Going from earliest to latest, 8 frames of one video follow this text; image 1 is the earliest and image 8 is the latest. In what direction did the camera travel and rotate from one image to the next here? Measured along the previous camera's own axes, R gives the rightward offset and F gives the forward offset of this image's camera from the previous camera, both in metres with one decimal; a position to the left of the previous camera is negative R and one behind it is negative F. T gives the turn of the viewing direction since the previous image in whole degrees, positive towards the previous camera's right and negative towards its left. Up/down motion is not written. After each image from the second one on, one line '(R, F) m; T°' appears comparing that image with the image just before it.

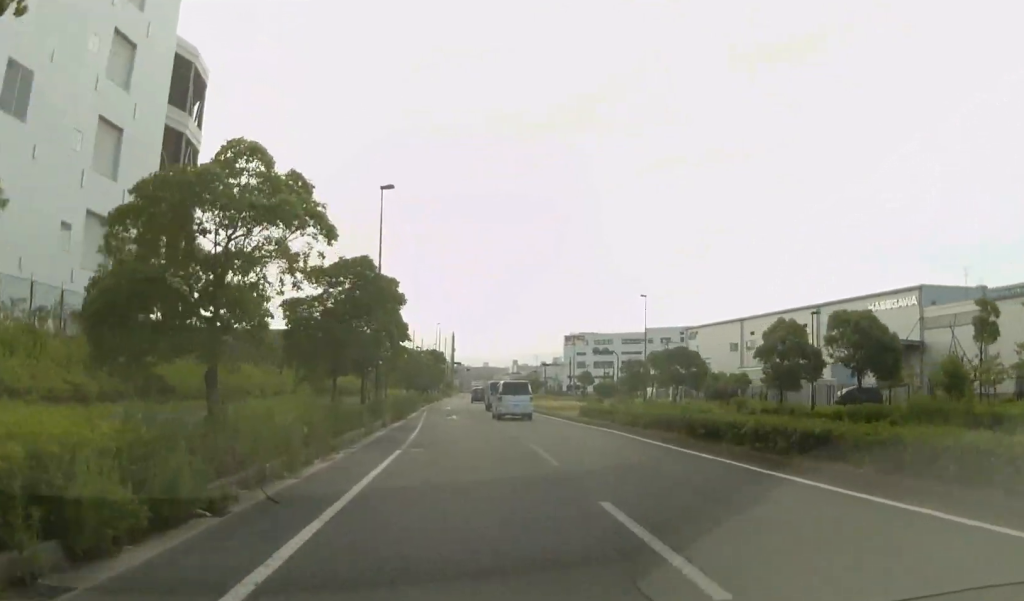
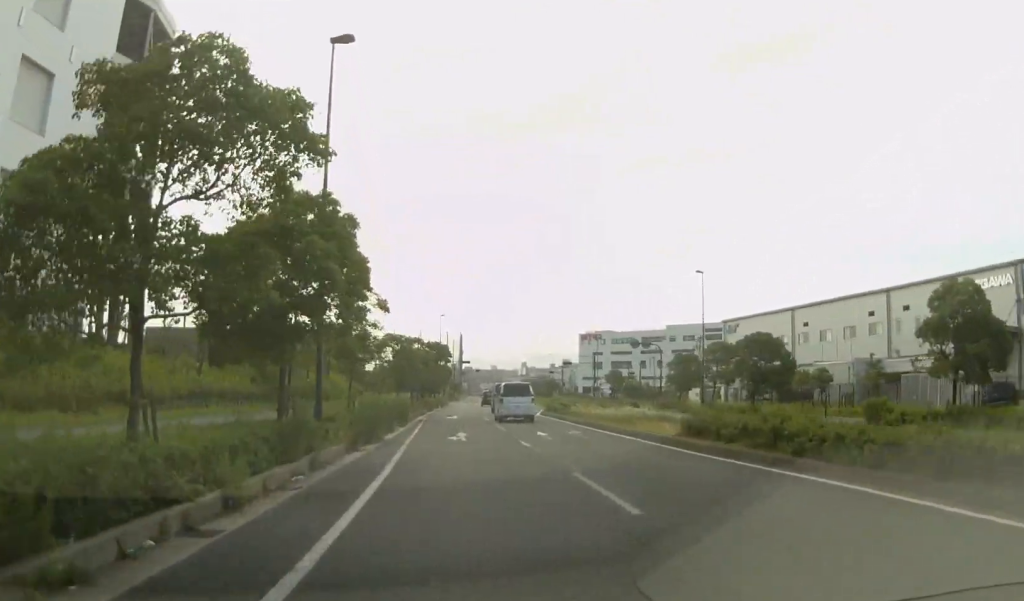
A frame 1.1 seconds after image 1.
(-0.1, +15.6) m; -1°
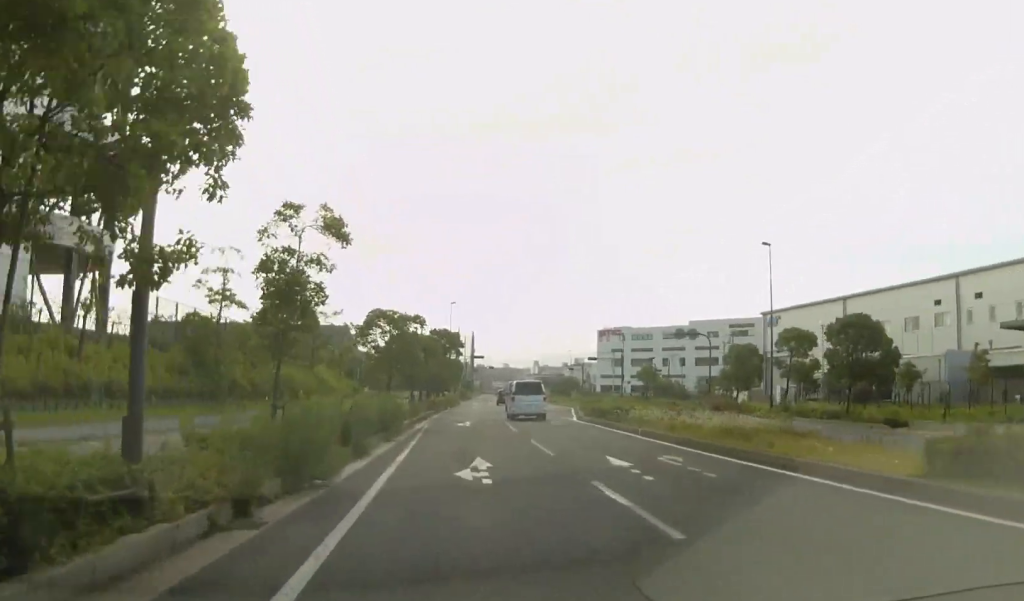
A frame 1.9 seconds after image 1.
(-0.1, +11.3) m; 0°
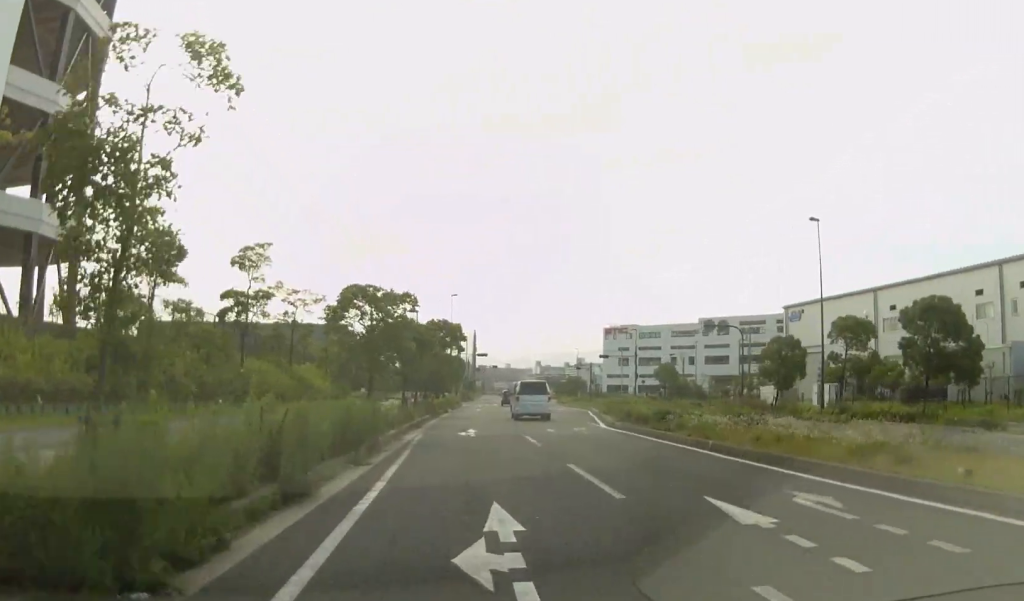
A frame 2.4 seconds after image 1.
(-0.1, +7.0) m; +1°
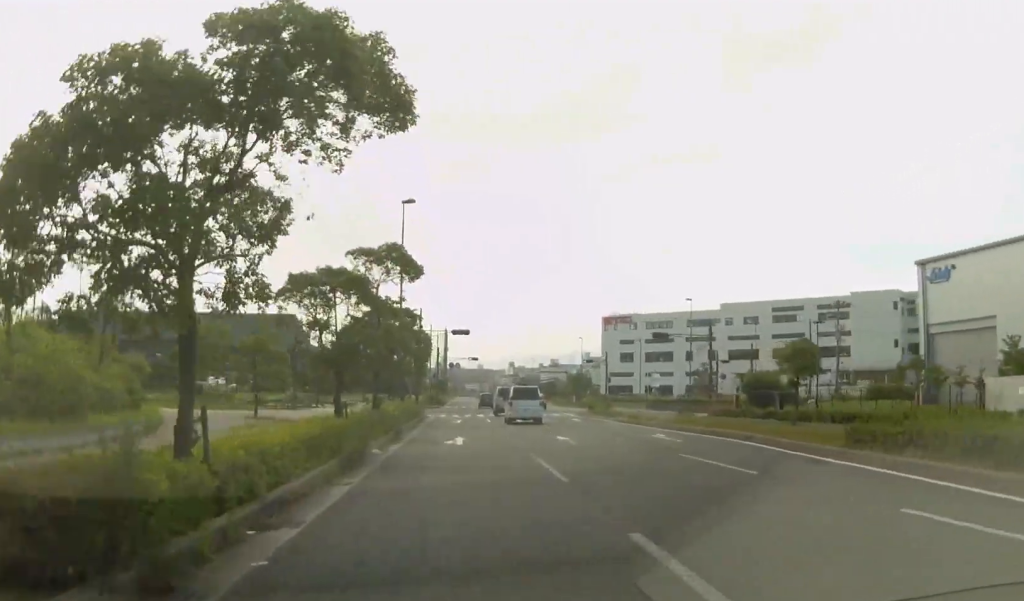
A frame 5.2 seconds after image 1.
(+0.1, +37.6) m; 0°
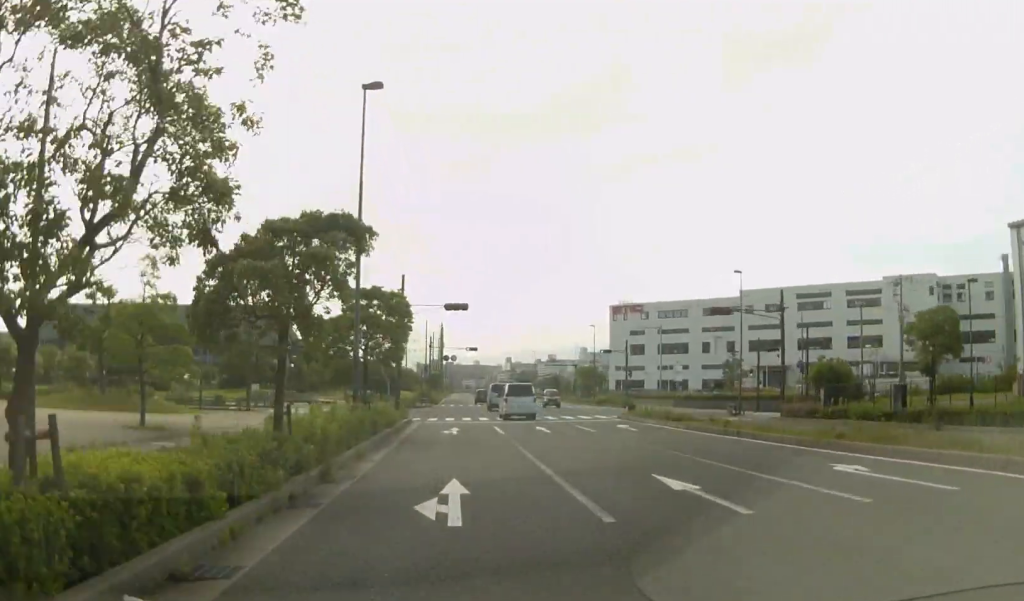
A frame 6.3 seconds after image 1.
(+0.4, +14.4) m; +1°
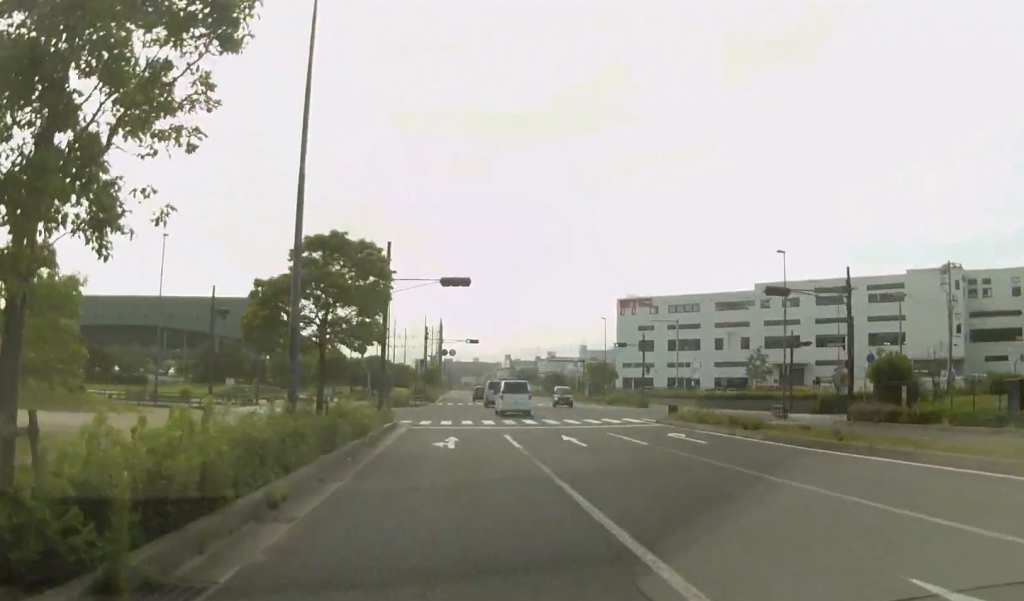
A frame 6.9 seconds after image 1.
(-0.1, +8.3) m; 0°
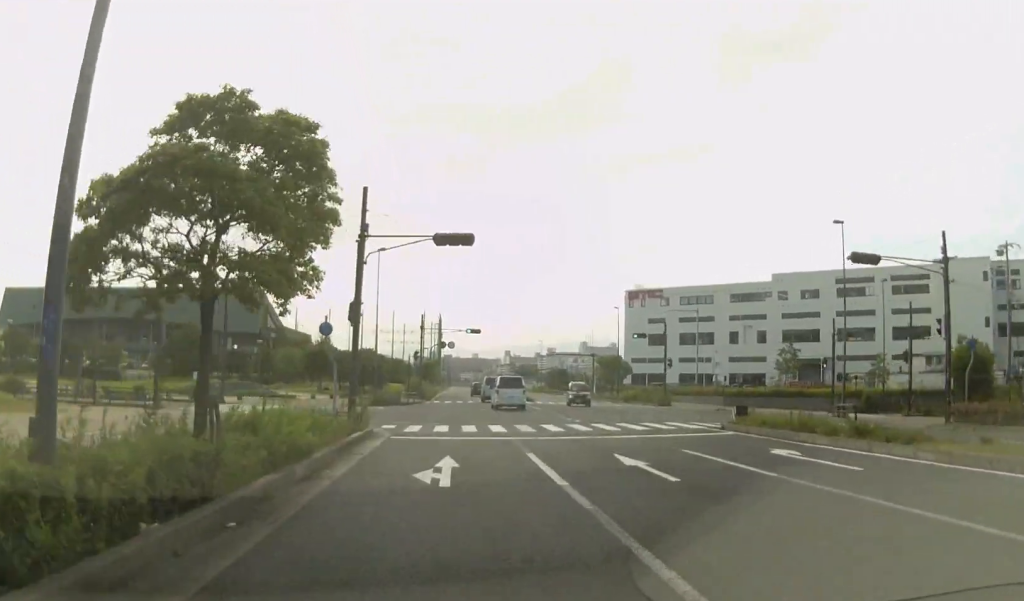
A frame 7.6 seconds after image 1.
(-0.1, +8.4) m; -1°
